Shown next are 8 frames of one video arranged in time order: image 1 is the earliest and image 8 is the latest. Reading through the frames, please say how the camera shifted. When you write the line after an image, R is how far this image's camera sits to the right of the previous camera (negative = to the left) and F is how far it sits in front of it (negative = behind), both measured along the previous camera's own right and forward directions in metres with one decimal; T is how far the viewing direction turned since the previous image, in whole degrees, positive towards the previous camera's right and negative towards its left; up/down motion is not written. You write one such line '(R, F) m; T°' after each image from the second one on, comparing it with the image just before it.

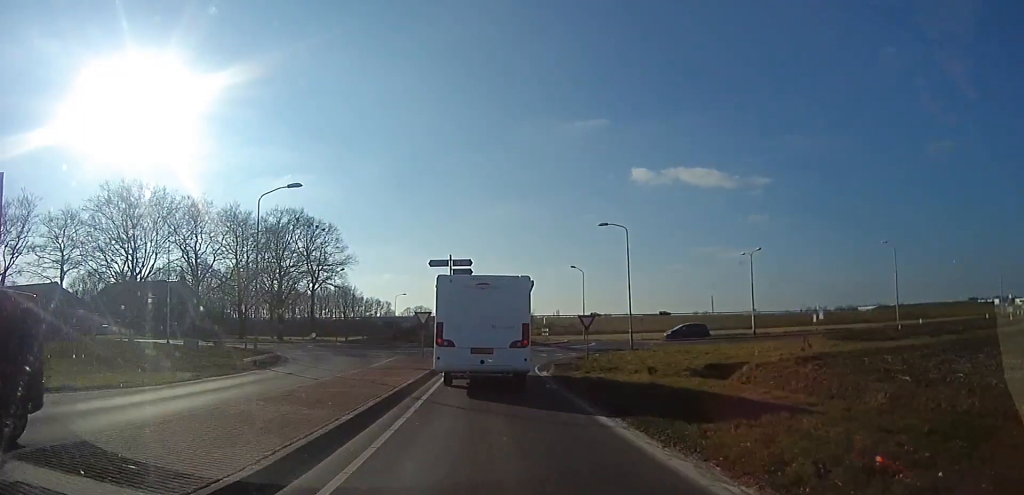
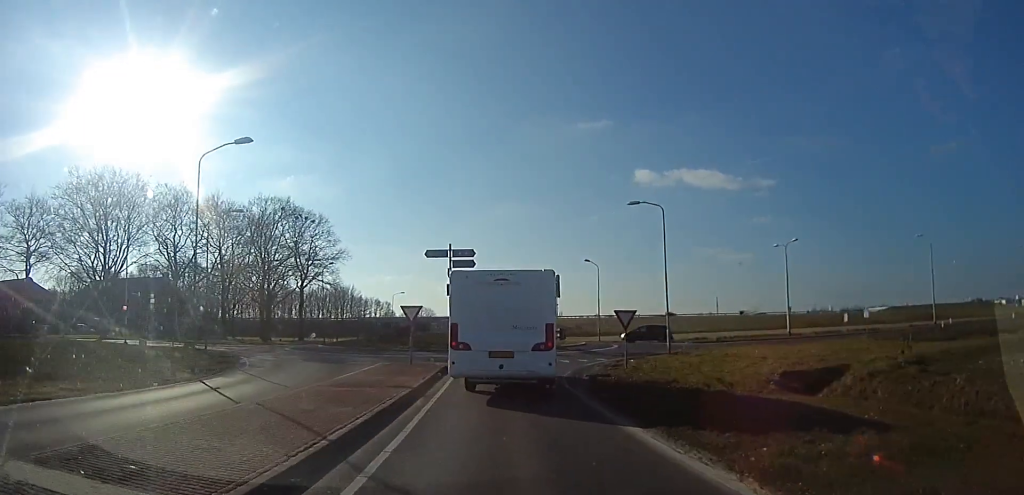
(-0.2, +6.1) m; +3°
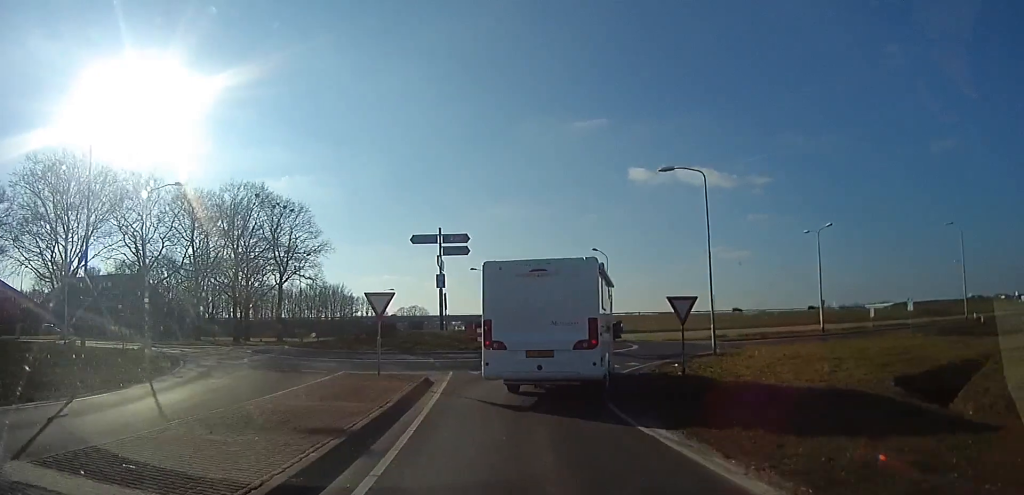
(+0.7, +5.9) m; +8°
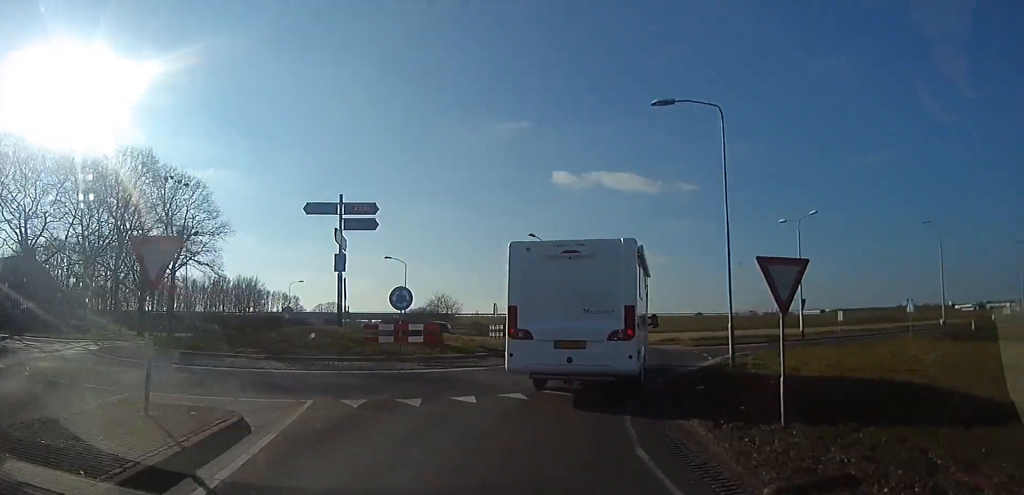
(+0.4, +7.6) m; +13°
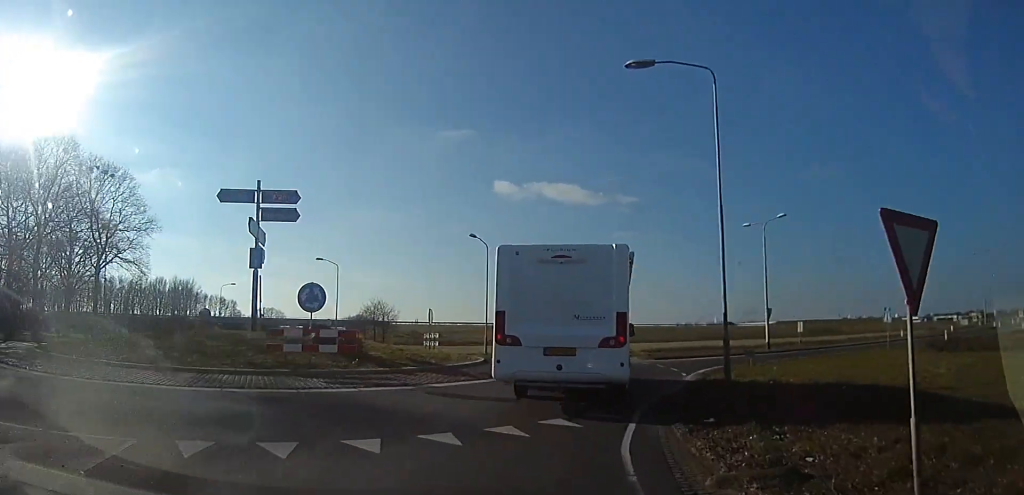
(+0.8, +3.2) m; +1°
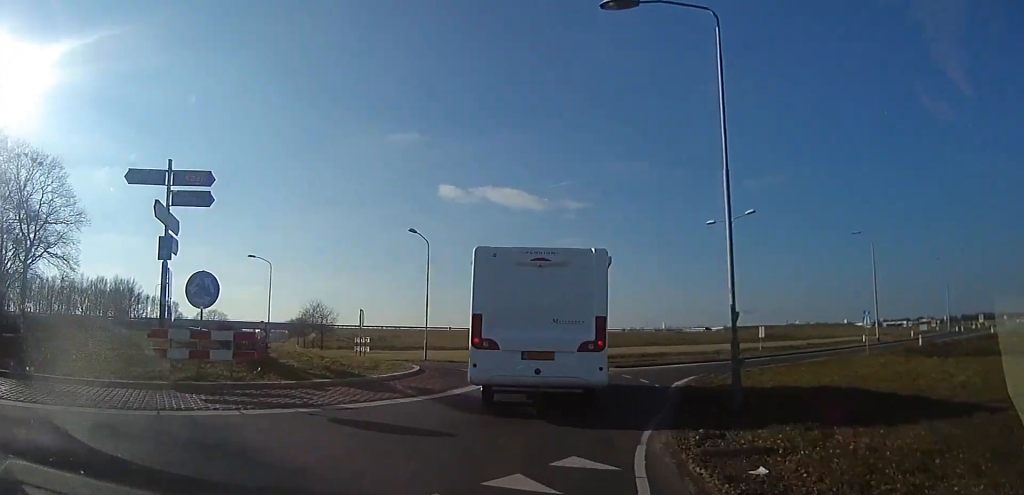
(+0.3, +3.0) m; +1°
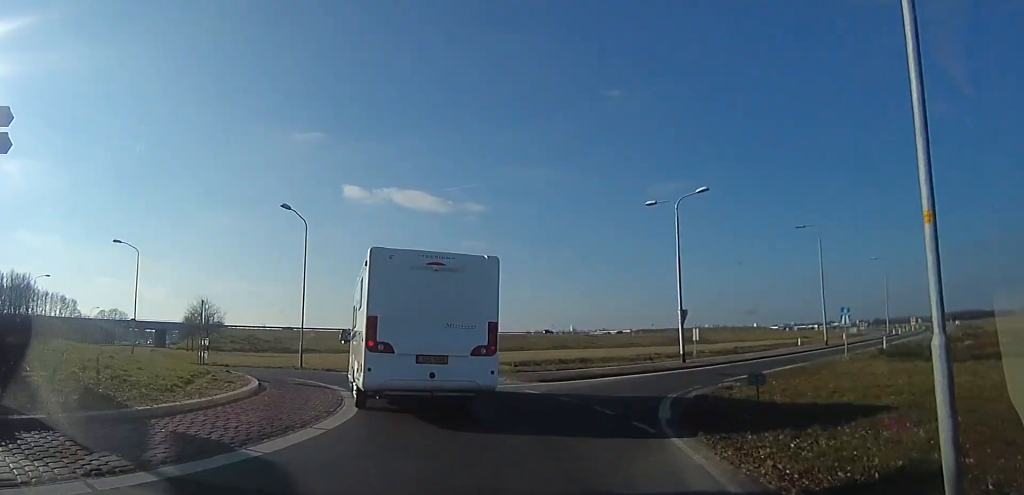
(-0.8, +6.1) m; +4°
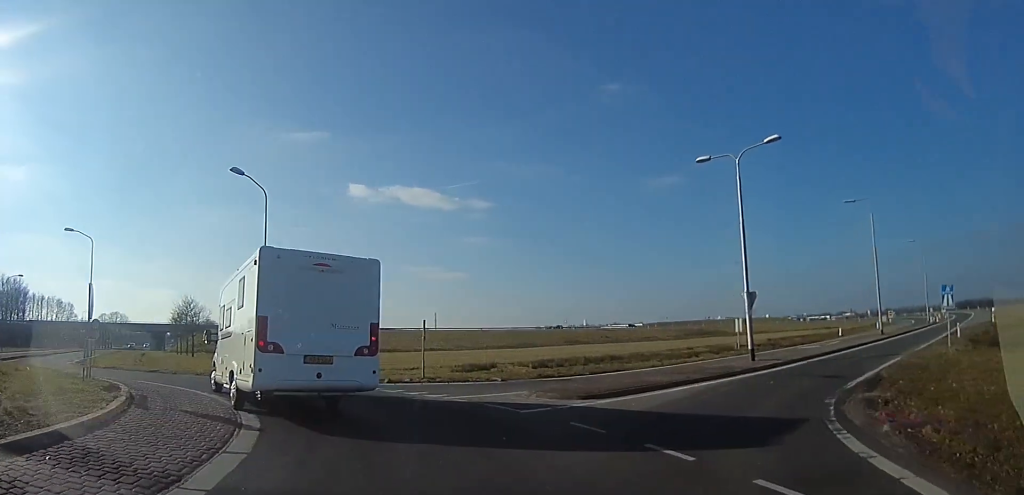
(+1.3, +6.3) m; +11°
